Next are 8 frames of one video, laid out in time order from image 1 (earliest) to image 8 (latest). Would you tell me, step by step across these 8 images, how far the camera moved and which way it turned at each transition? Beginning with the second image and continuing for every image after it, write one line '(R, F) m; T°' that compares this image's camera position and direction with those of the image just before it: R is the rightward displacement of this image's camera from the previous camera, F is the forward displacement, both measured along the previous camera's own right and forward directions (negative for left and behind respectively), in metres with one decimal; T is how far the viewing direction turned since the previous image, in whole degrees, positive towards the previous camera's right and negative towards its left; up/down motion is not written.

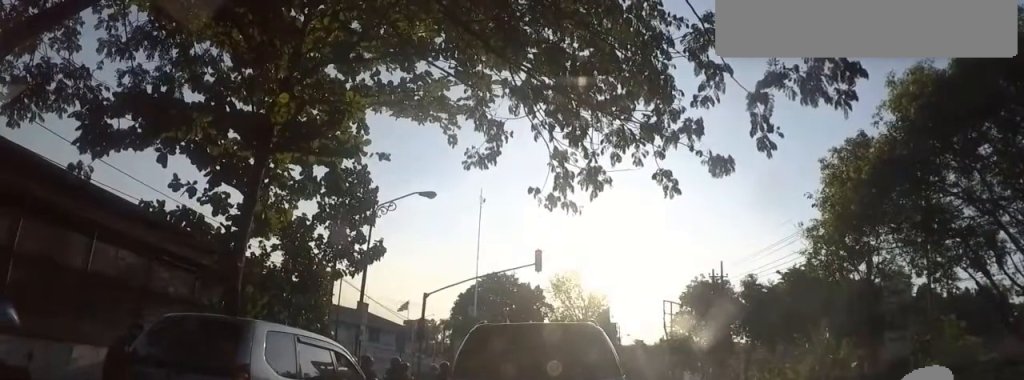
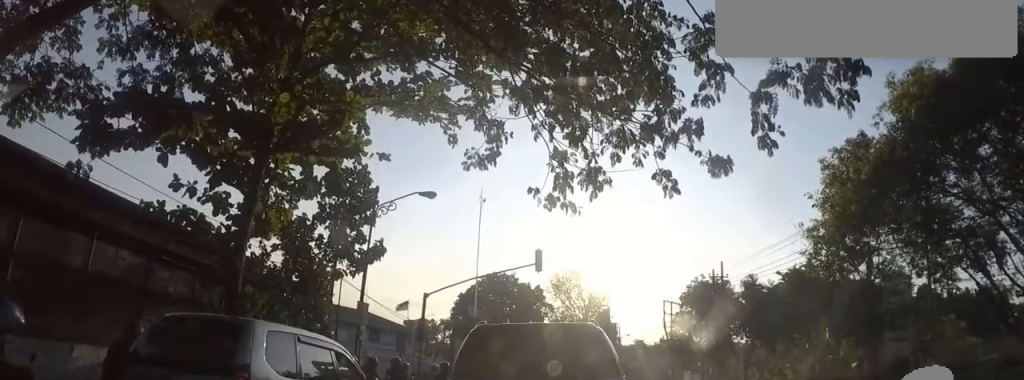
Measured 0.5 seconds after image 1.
(0.0, 0.0) m; 0°
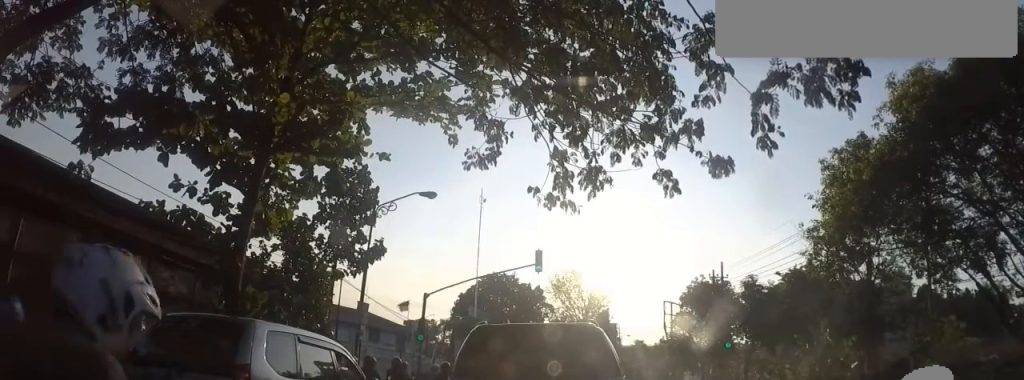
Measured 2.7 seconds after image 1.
(0.0, +0.7) m; 0°
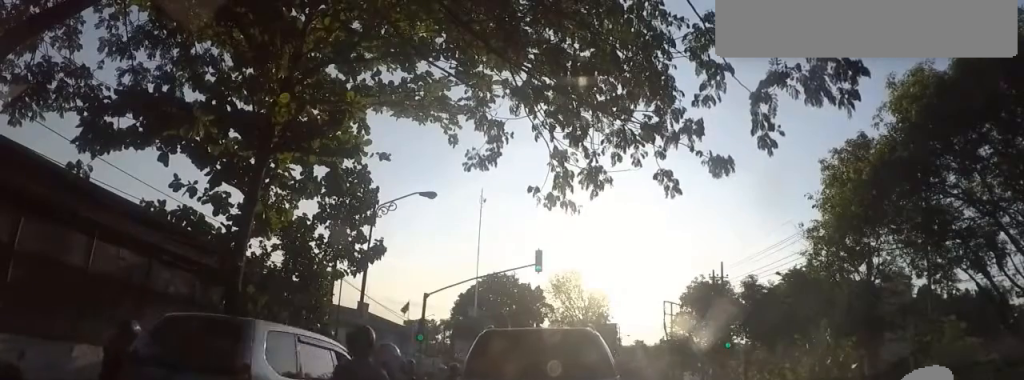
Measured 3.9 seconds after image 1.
(0.0, +0.4) m; 0°
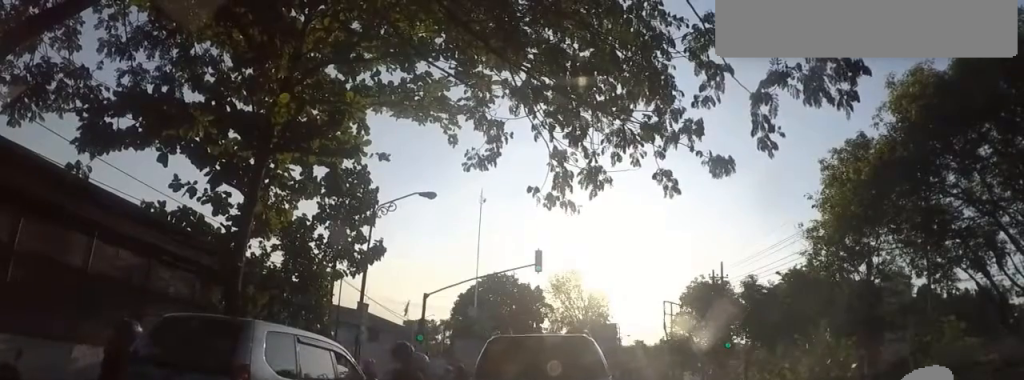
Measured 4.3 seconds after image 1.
(0.0, +0.2) m; 0°
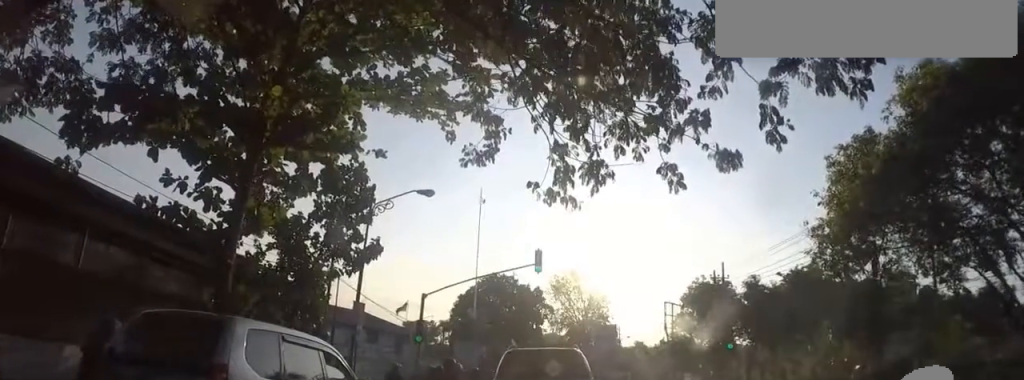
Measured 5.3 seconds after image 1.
(0.0, +0.8) m; 0°
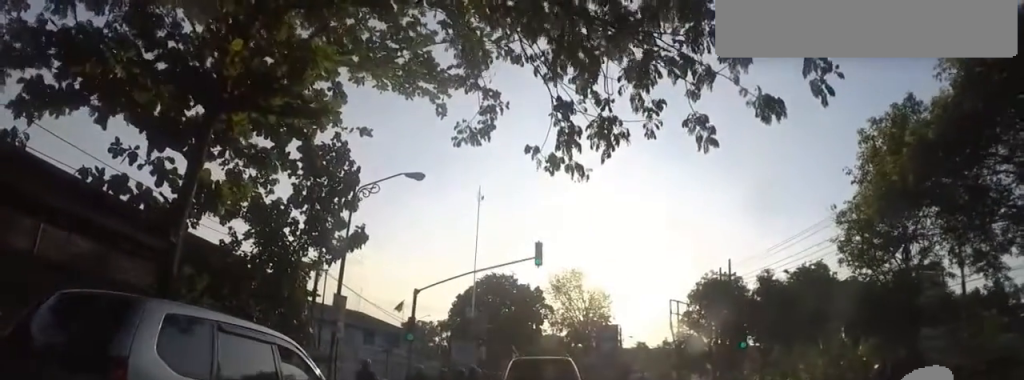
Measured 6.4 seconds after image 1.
(0.0, +1.7) m; 0°
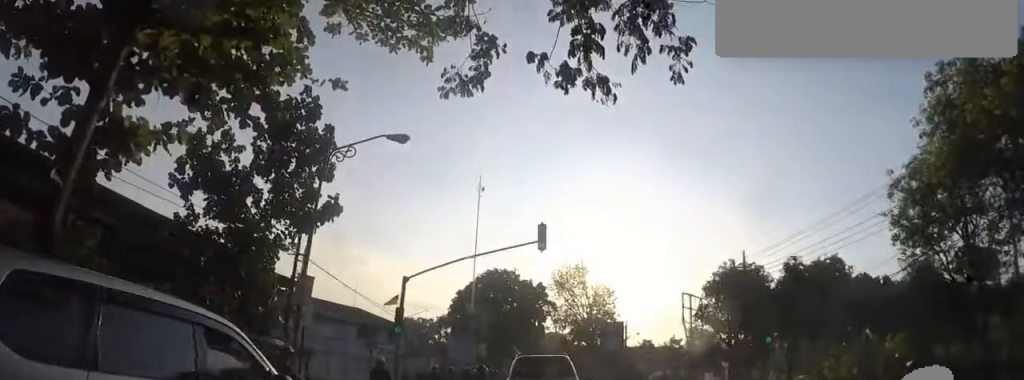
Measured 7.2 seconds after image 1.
(0.0, +1.9) m; 0°
